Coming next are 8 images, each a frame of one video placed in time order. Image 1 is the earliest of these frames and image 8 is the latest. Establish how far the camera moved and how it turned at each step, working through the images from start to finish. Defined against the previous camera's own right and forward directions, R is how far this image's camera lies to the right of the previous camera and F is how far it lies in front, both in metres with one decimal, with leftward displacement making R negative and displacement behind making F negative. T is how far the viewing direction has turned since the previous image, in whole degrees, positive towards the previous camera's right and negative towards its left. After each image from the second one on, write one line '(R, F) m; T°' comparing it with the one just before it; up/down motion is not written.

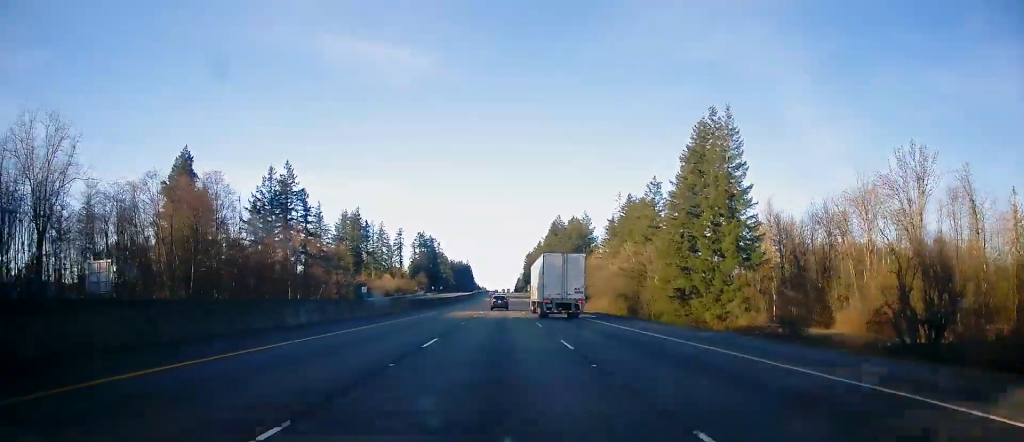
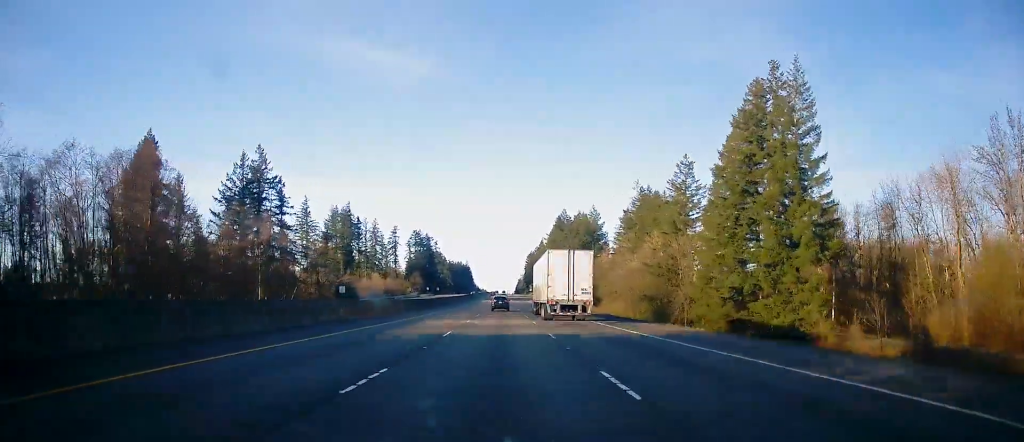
(+0.2, +19.4) m; 0°
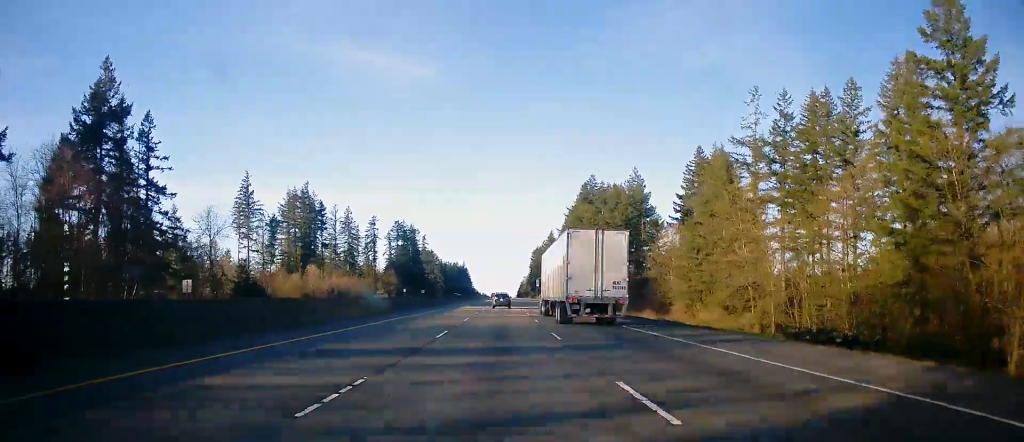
(-0.6, +62.6) m; -1°
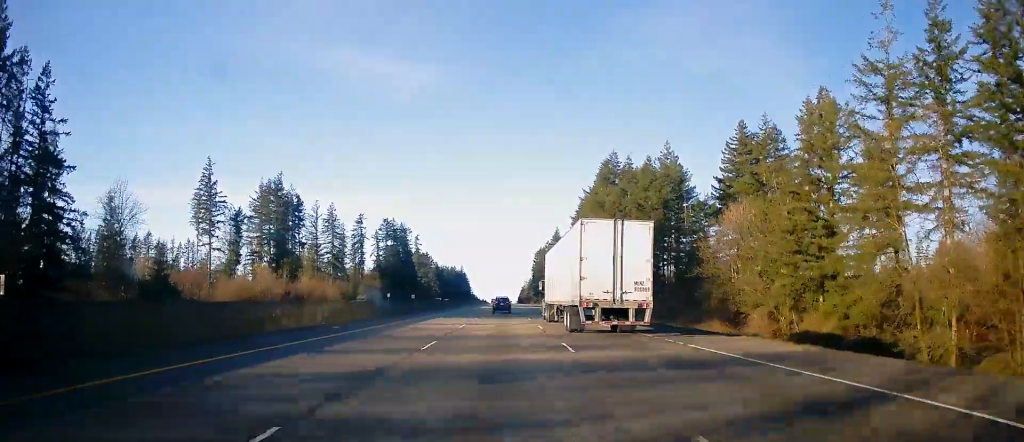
(0.0, +27.8) m; 0°
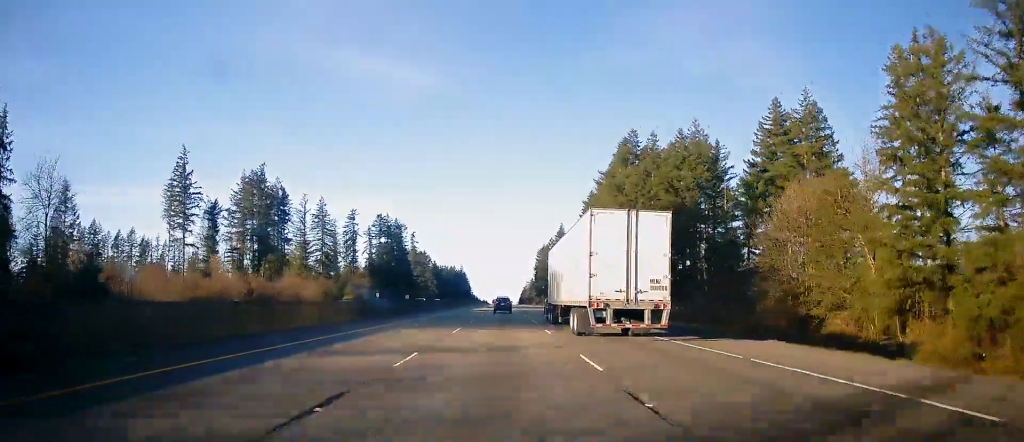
(+0.1, +16.0) m; 0°
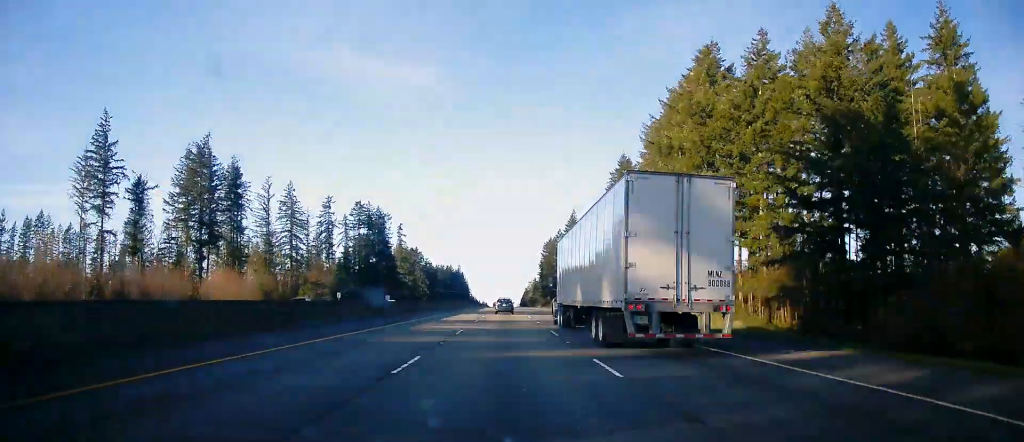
(-0.2, +37.5) m; +1°
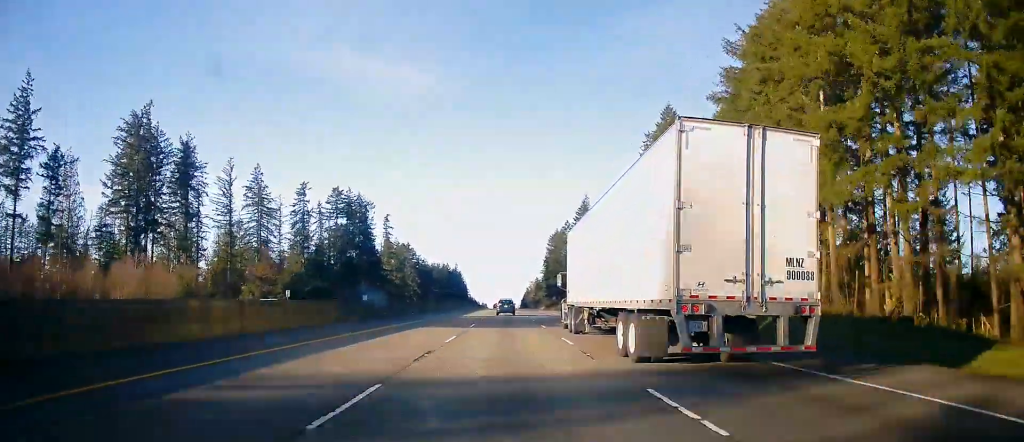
(+0.6, +28.8) m; +1°
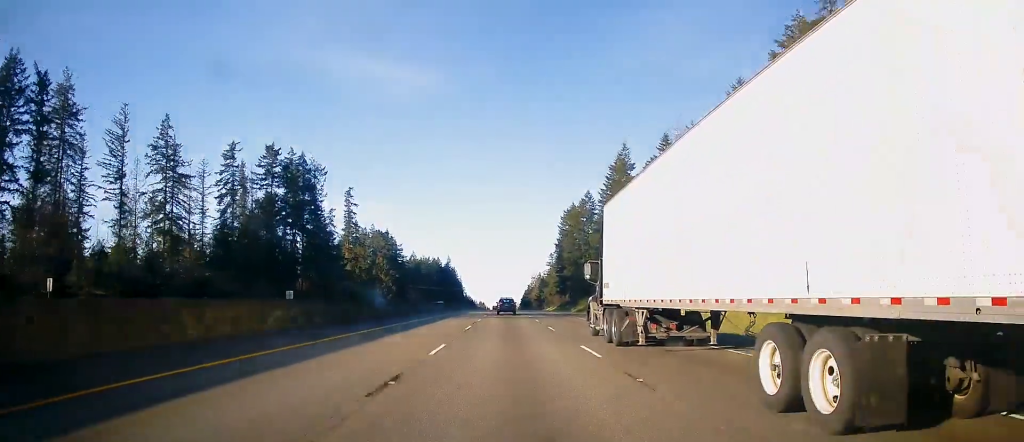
(-0.7, +53.2) m; -1°
